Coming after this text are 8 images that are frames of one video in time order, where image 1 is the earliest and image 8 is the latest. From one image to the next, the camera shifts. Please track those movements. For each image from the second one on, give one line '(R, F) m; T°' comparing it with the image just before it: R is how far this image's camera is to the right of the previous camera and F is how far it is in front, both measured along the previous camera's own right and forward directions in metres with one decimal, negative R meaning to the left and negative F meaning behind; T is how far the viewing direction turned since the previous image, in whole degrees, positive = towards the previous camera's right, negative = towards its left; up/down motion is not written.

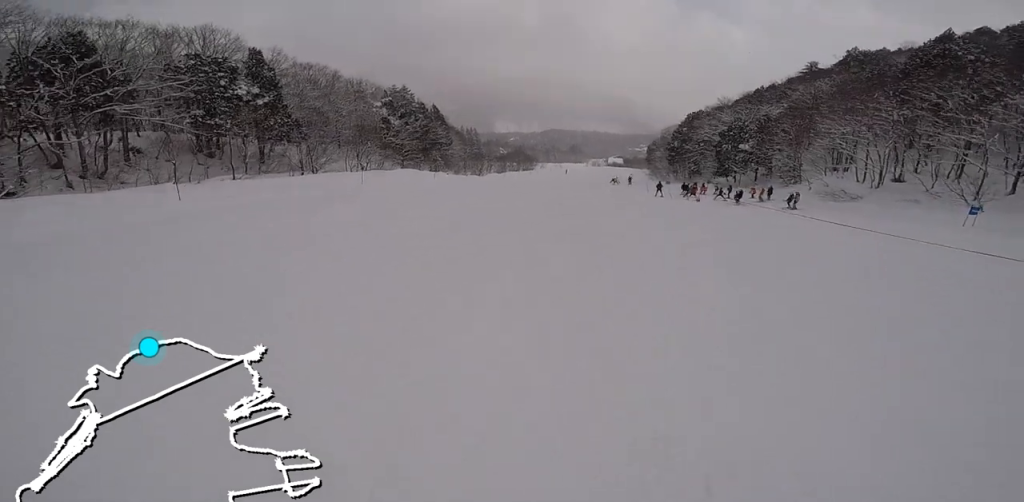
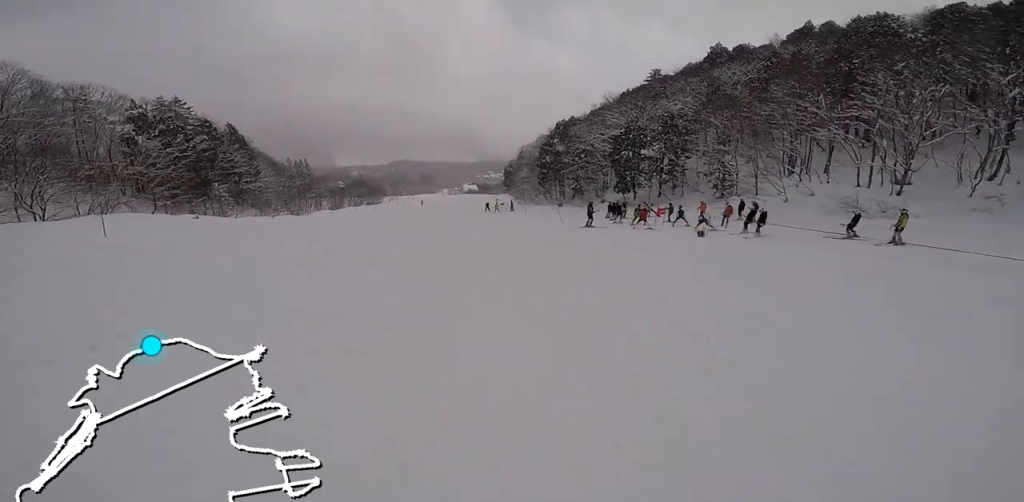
(+2.4, +19.9) m; +7°
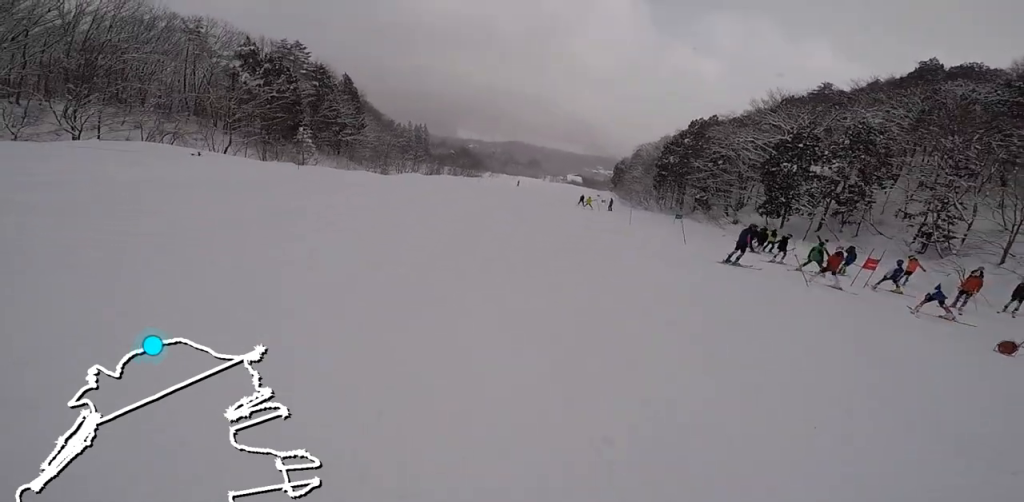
(-0.1, +8.9) m; -5°
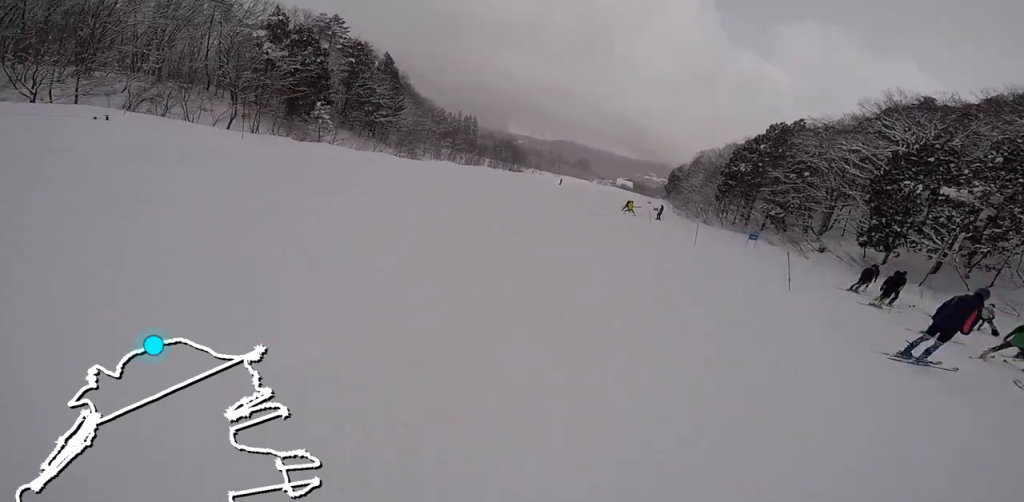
(-0.4, +7.0) m; -4°
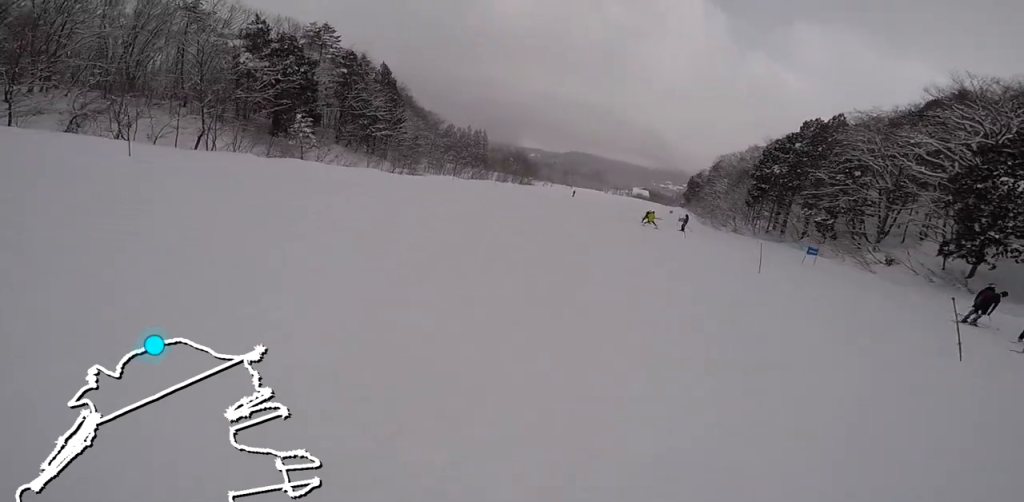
(-0.4, +5.4) m; -3°
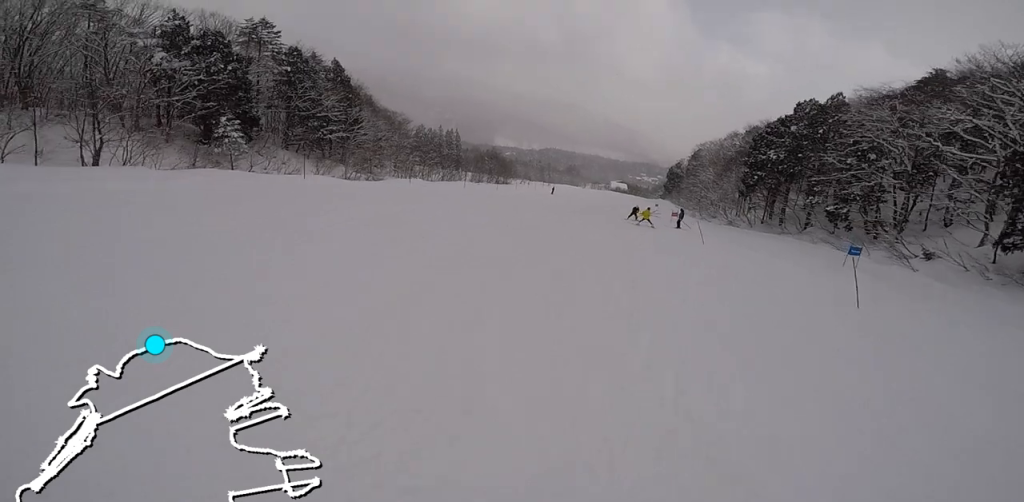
(-0.1, +5.6) m; +2°
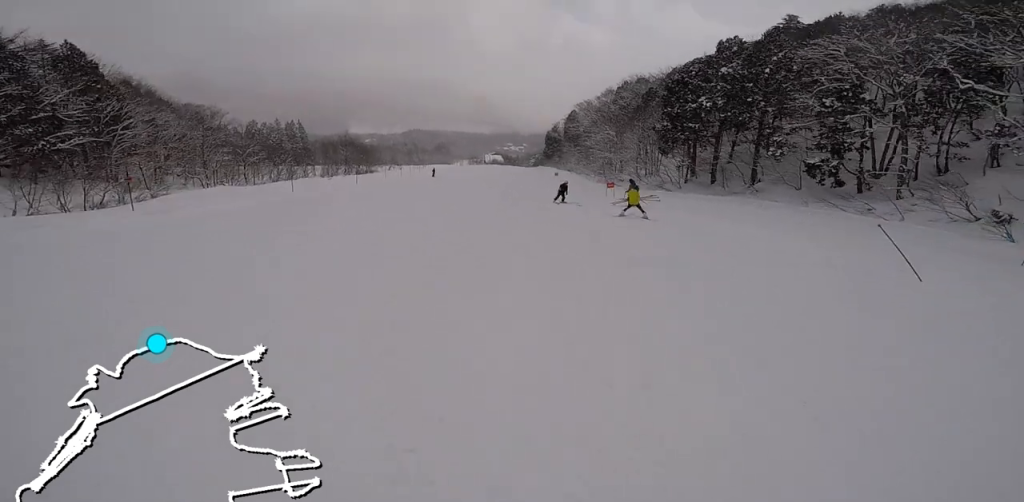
(+1.2, +14.4) m; +11°
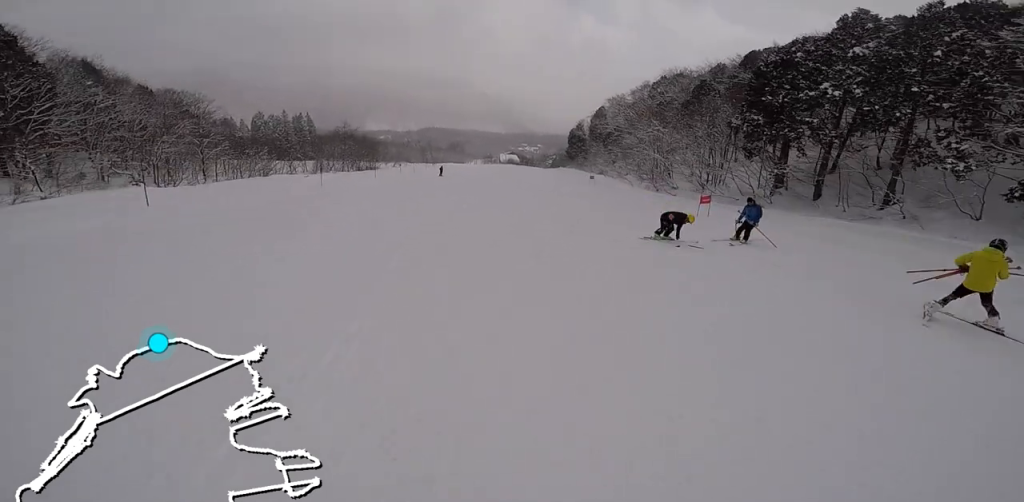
(+0.8, +11.9) m; +3°
